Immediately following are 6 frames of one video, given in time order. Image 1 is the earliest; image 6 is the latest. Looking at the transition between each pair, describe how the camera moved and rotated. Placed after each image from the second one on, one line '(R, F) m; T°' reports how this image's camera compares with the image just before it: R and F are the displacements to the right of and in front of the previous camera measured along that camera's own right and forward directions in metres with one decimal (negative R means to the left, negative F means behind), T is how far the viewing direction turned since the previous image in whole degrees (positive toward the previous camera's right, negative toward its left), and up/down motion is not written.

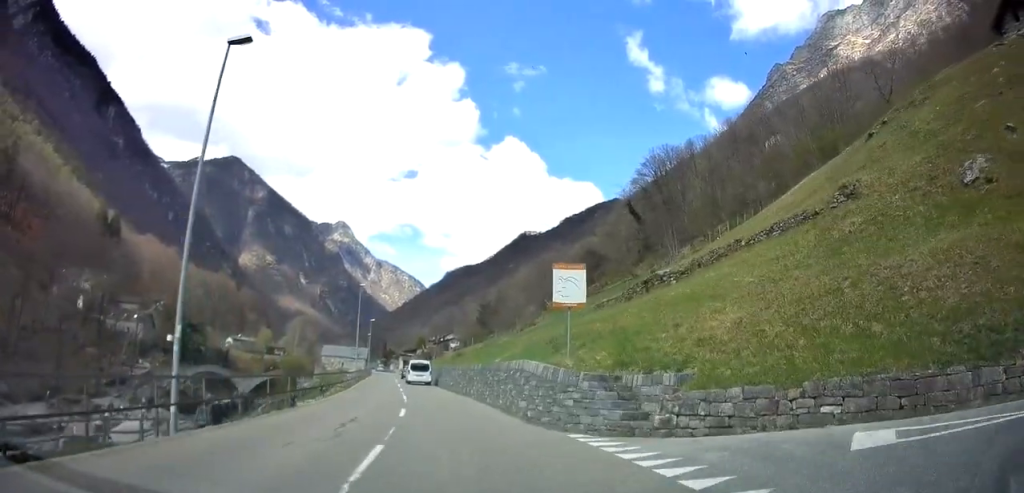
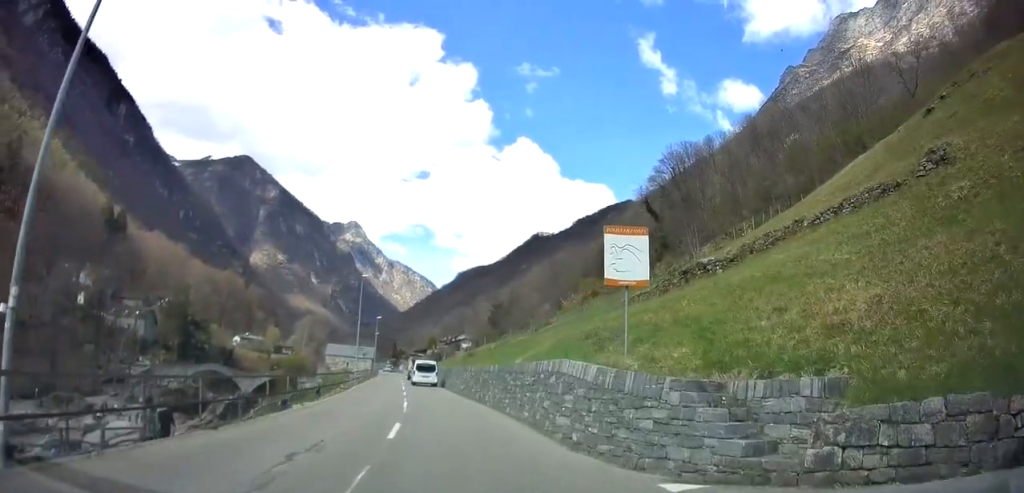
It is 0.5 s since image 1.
(0.0, +4.7) m; 0°
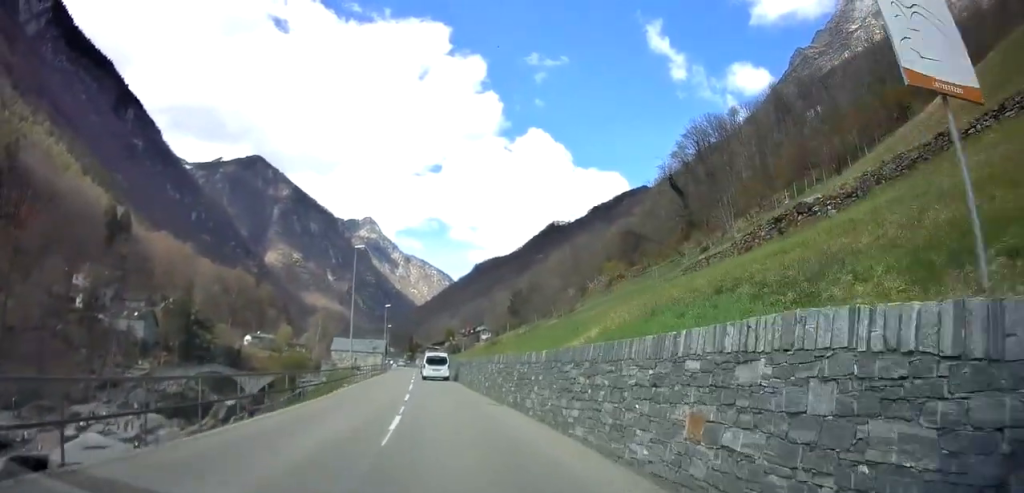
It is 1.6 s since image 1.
(0.0, +8.8) m; -1°
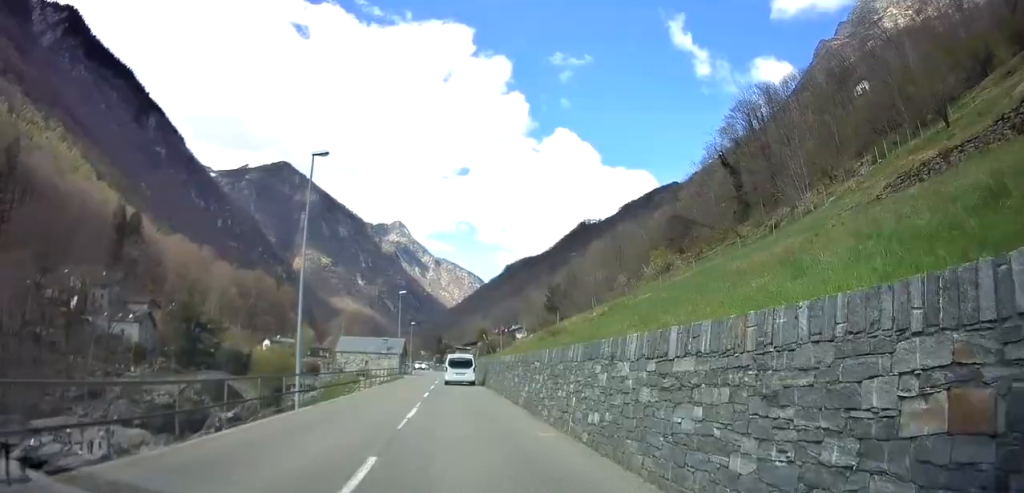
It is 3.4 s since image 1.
(-0.7, +15.3) m; -4°
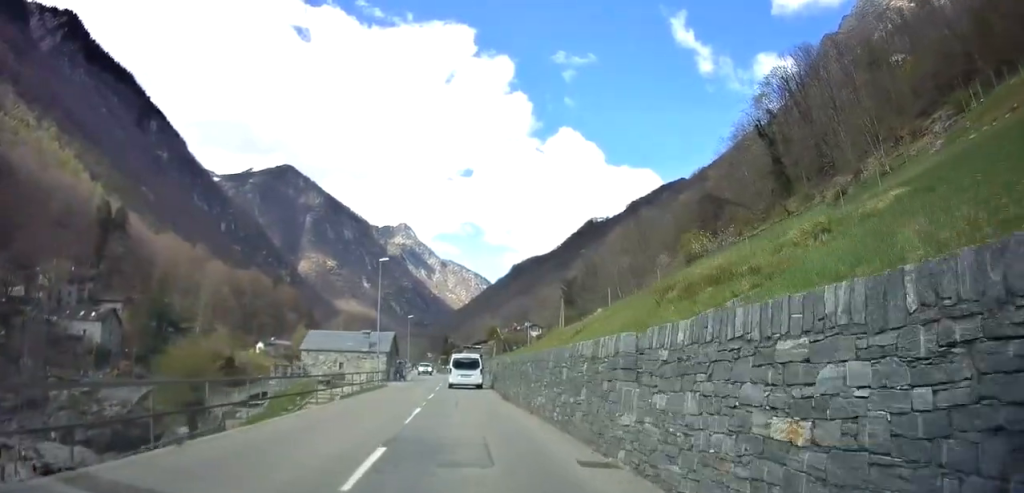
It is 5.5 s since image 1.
(+0.6, +16.9) m; +1°
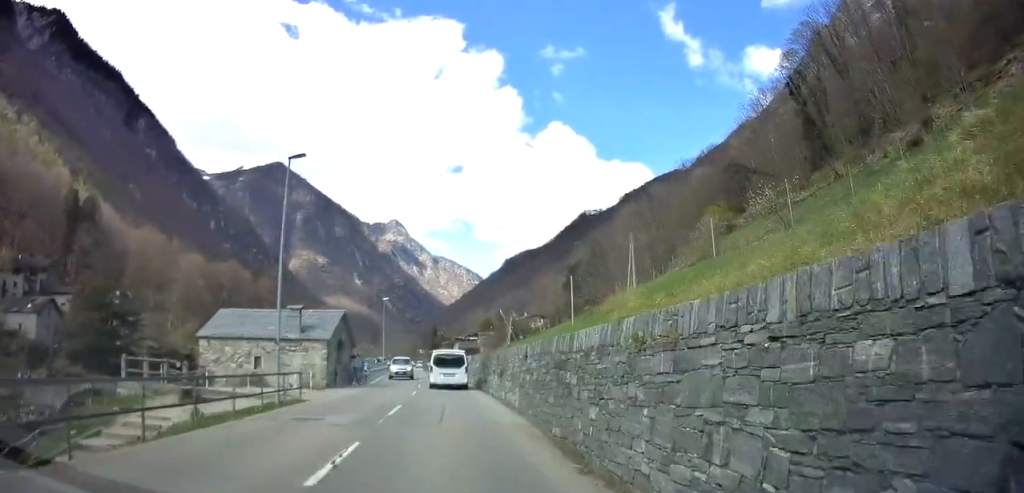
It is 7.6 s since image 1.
(-0.4, +17.3) m; 0°
